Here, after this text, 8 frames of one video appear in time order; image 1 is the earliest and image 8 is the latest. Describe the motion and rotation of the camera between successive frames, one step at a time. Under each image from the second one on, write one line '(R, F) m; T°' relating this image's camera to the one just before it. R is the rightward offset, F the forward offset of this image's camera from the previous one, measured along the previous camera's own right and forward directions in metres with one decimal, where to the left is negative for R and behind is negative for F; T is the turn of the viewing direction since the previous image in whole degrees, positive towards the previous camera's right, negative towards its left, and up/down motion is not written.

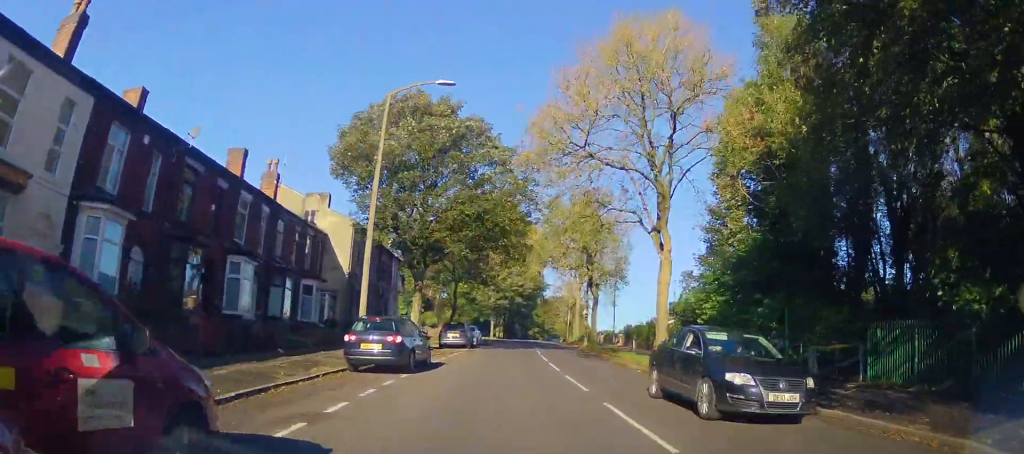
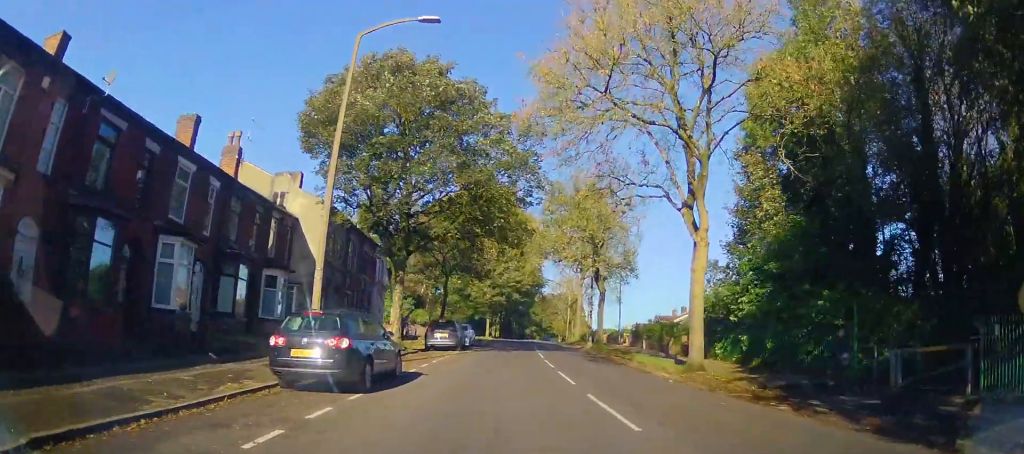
(+0.2, +4.9) m; +1°
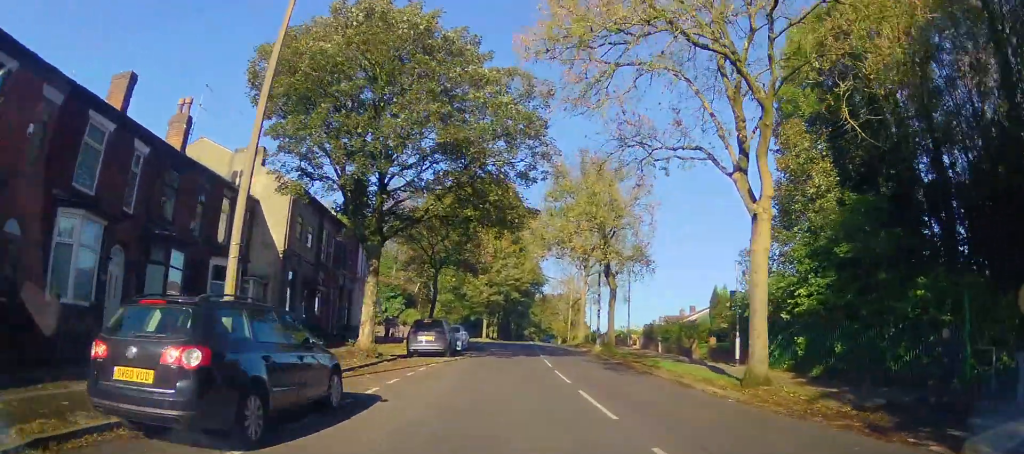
(+0.1, +5.2) m; 0°
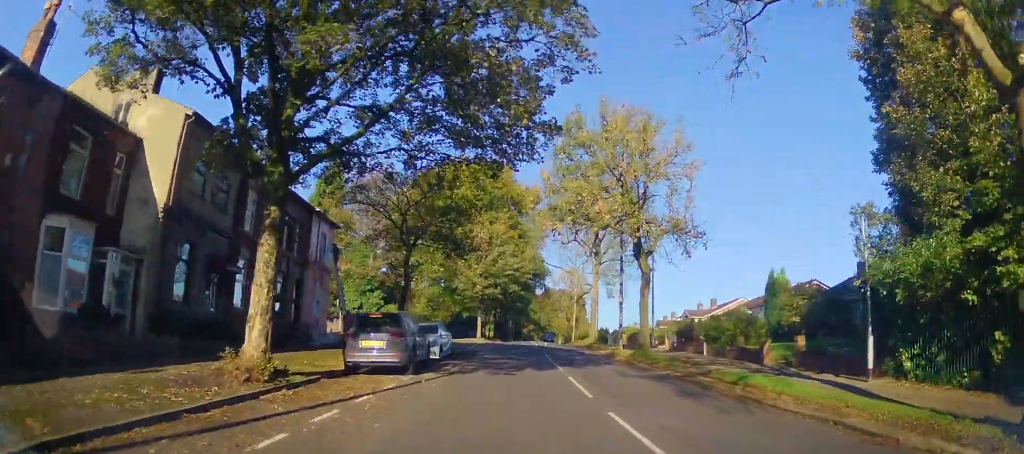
(-0.2, +9.3) m; -1°
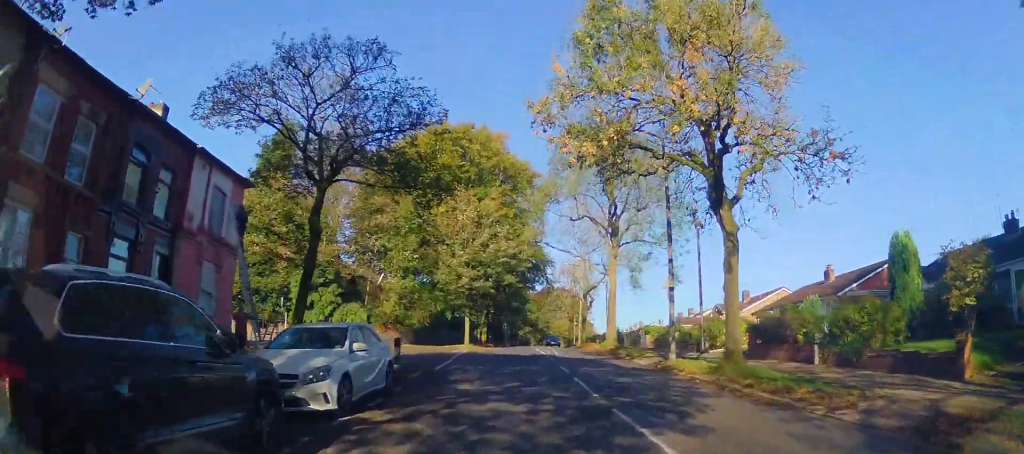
(0.0, +11.2) m; 0°
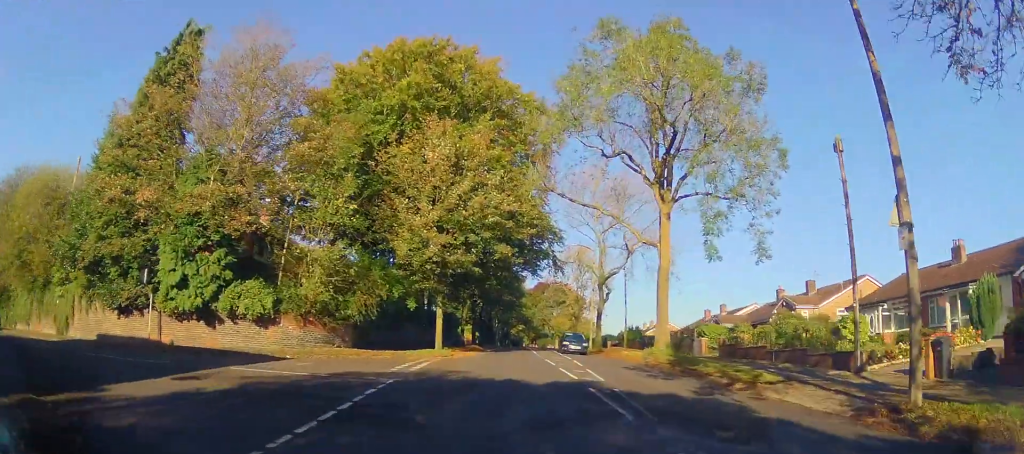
(0.0, +15.2) m; +3°
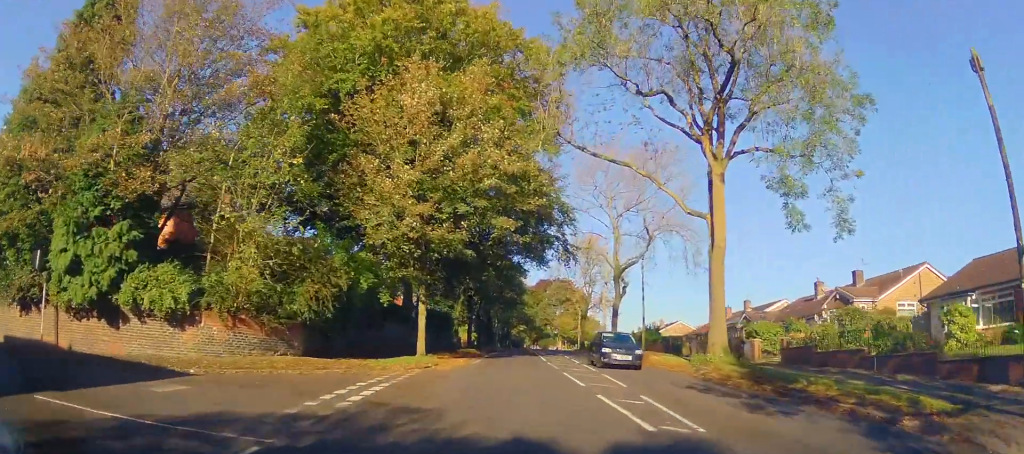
(+0.3, +7.5) m; +1°
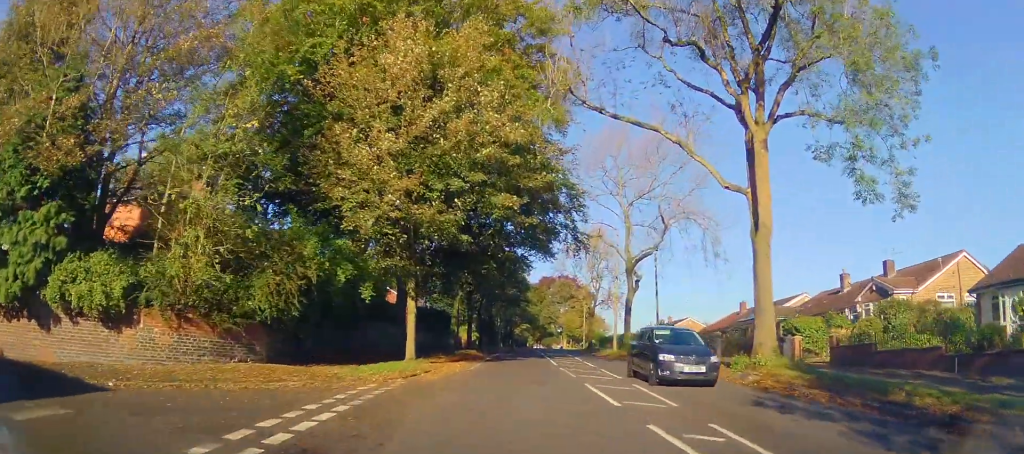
(0.0, +3.9) m; 0°
